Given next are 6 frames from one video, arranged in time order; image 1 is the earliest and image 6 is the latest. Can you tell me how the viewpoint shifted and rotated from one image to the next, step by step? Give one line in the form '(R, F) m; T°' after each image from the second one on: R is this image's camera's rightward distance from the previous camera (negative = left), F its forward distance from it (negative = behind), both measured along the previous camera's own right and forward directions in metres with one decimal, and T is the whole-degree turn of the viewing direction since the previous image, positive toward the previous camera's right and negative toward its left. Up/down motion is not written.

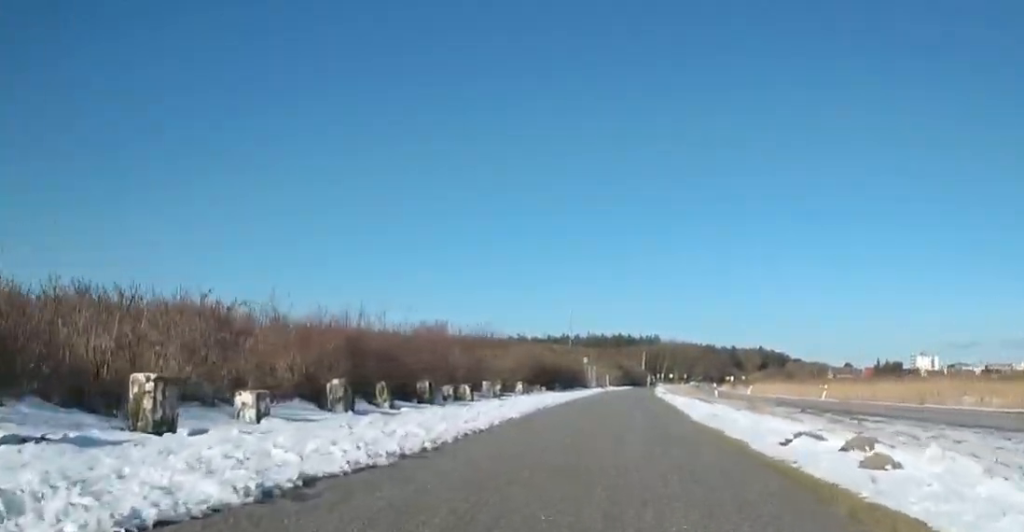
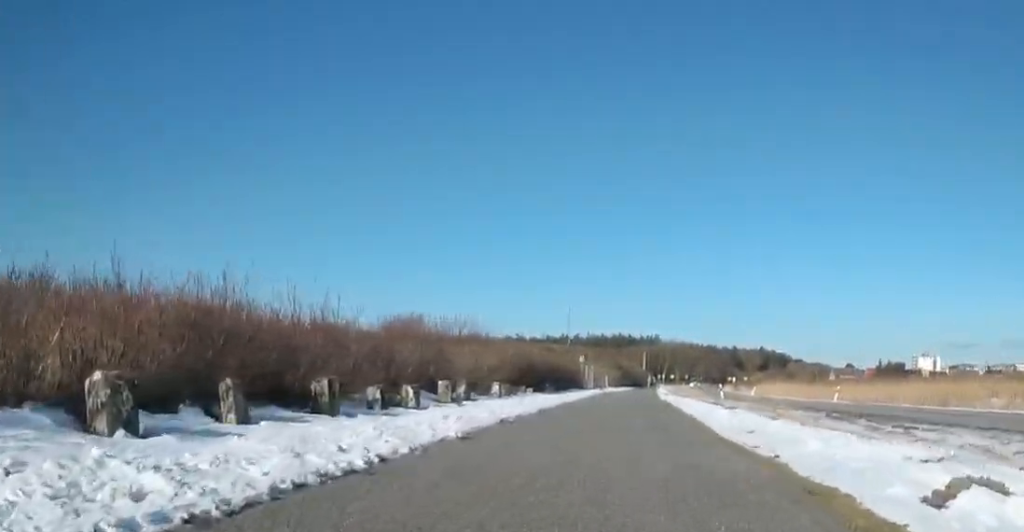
(+0.2, +3.2) m; 0°
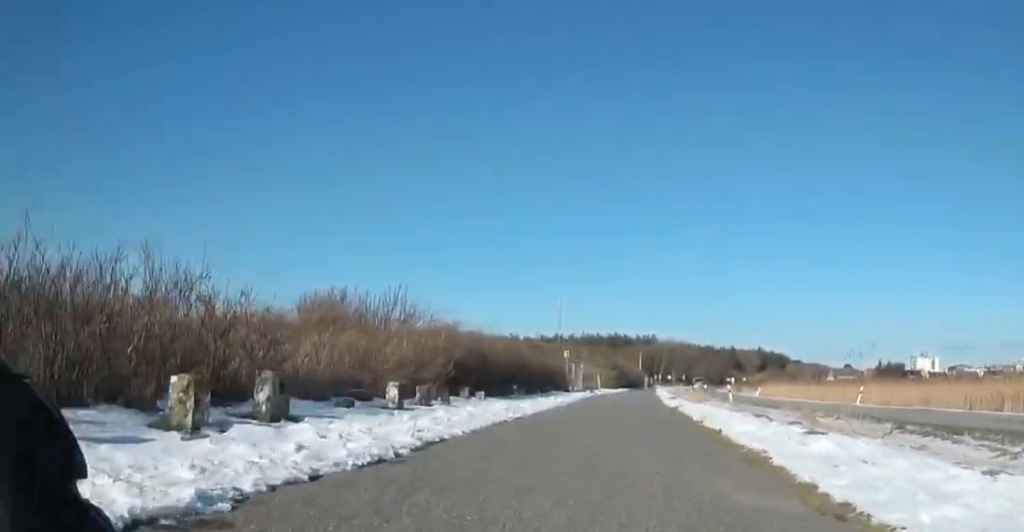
(-0.3, +6.6) m; +4°
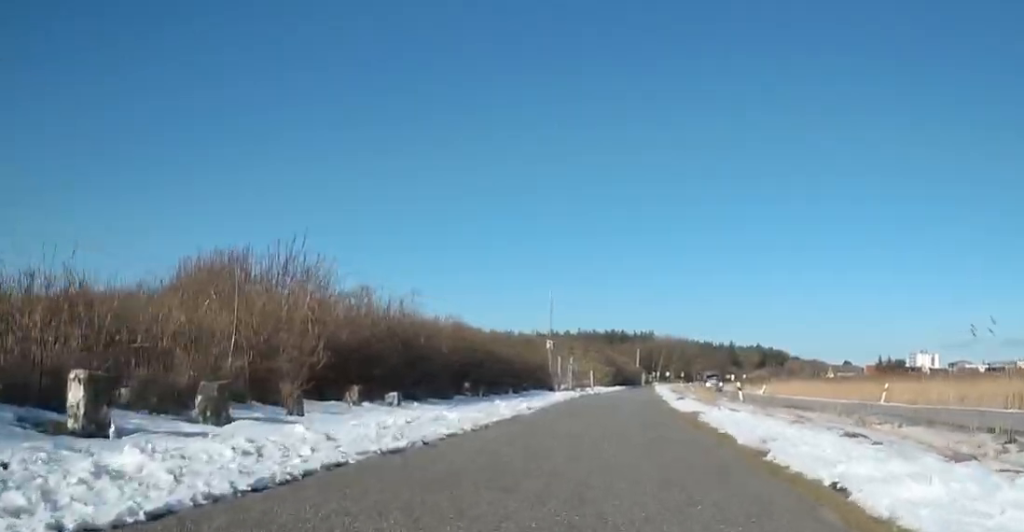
(+0.7, +5.6) m; -1°
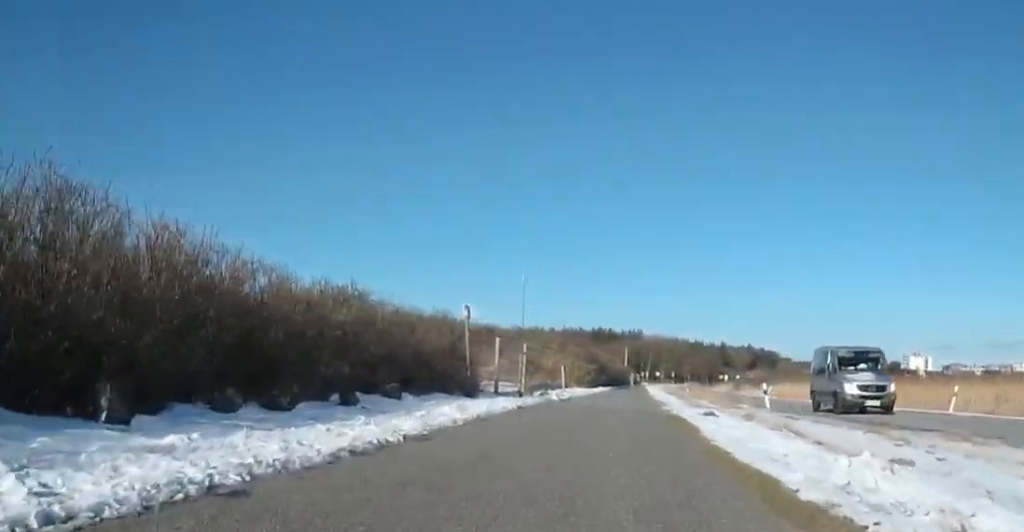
(-0.1, +11.3) m; +5°
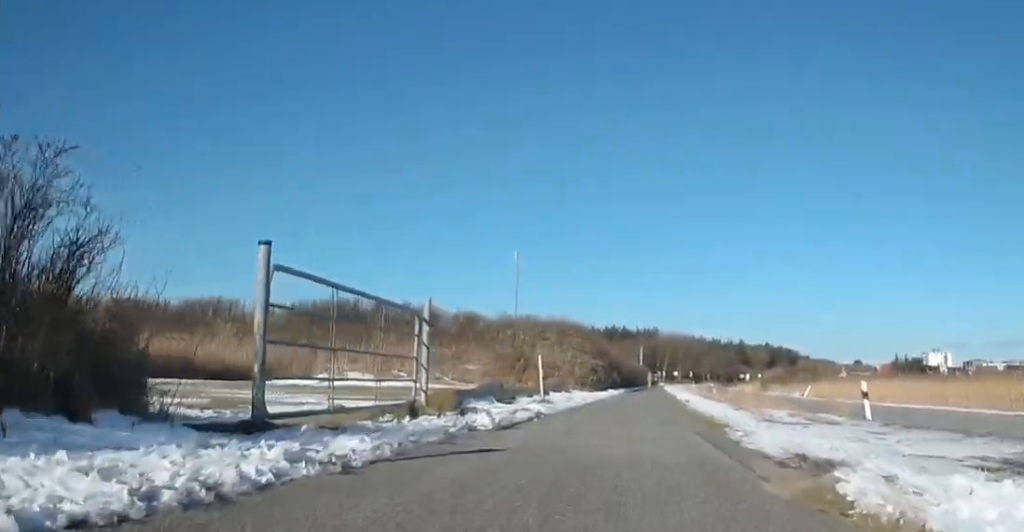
(-1.3, +11.0) m; -4°
